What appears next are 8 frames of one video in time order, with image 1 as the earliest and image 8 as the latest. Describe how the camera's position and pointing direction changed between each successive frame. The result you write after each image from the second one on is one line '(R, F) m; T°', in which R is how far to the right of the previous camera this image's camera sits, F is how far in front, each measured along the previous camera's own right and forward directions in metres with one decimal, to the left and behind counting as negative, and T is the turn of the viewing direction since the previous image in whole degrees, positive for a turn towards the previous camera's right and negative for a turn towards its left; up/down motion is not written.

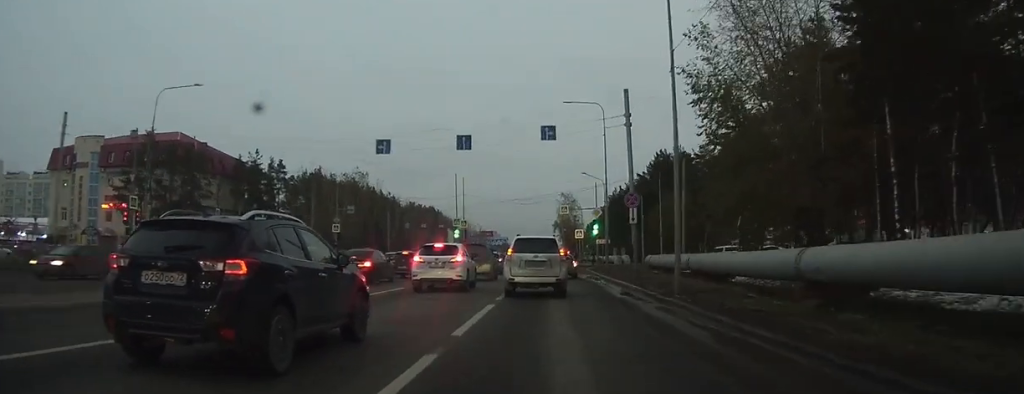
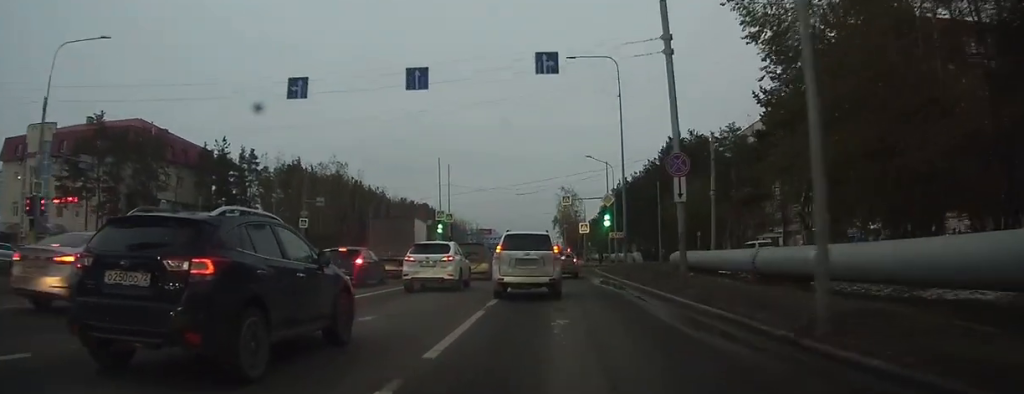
(+0.3, +10.3) m; +1°
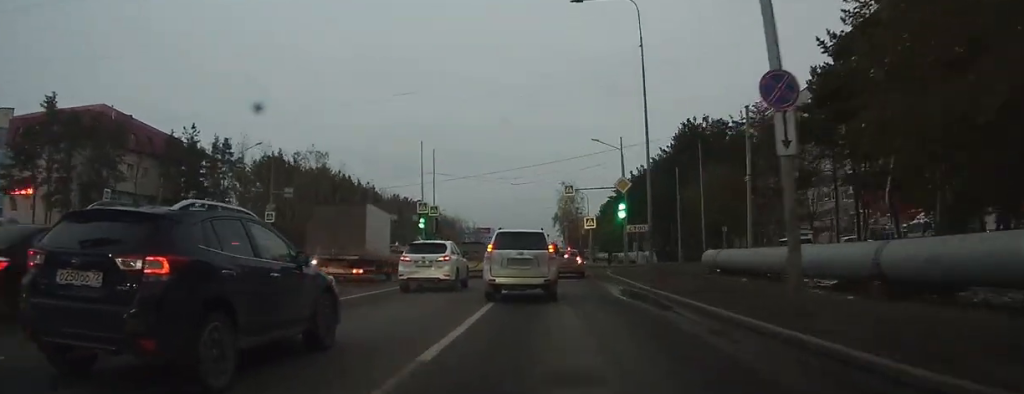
(-0.1, +8.7) m; 0°
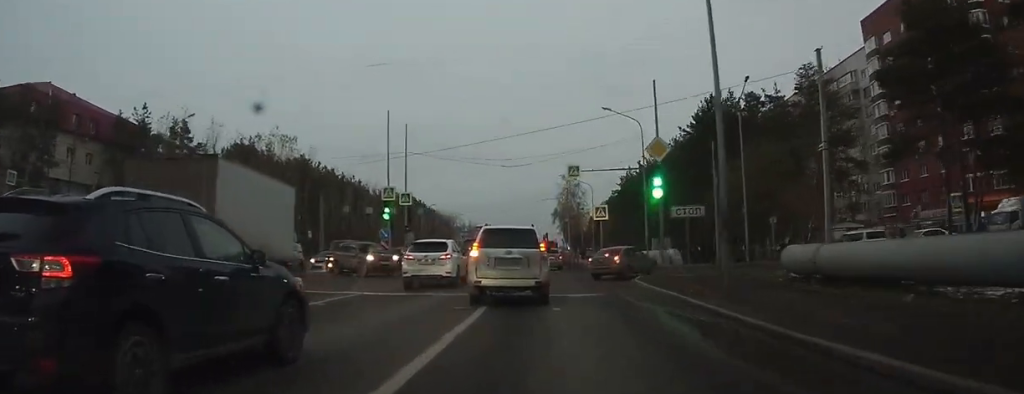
(-0.1, +11.2) m; 0°
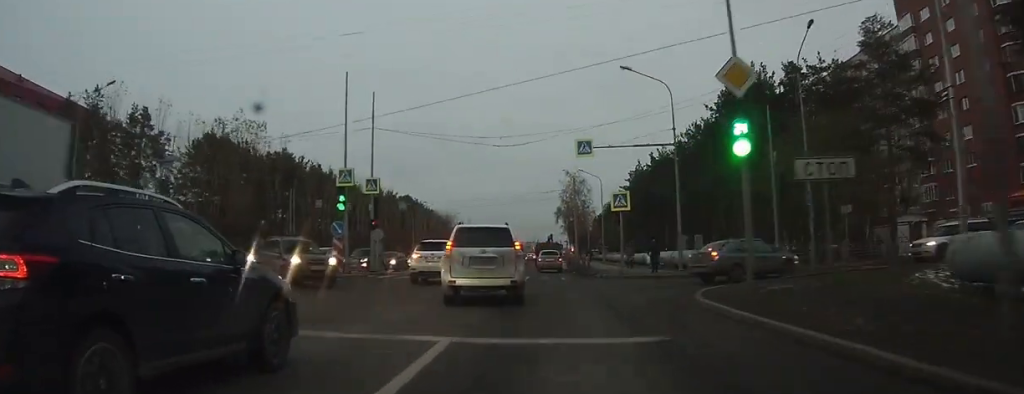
(0.0, +10.0) m; 0°
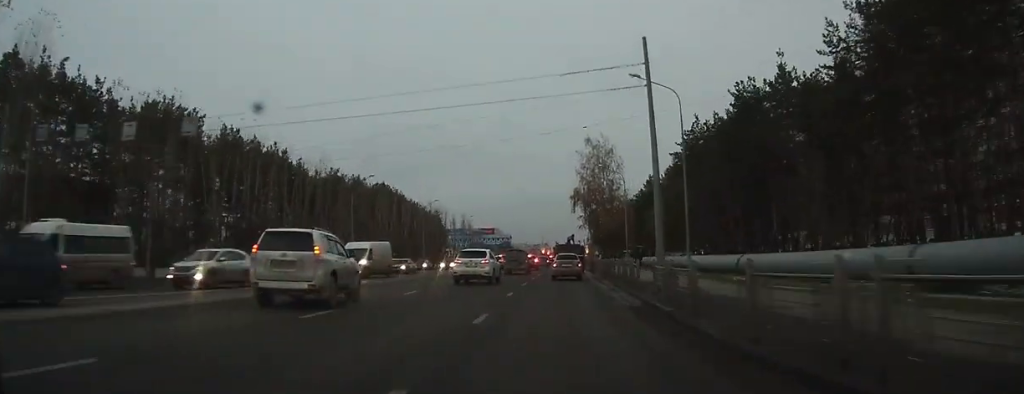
(-0.4, +37.2) m; -2°
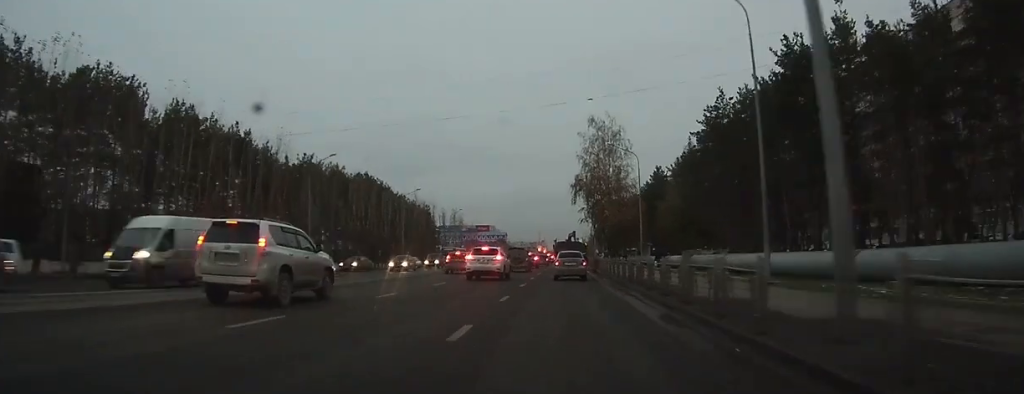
(0.0, +11.0) m; -1°
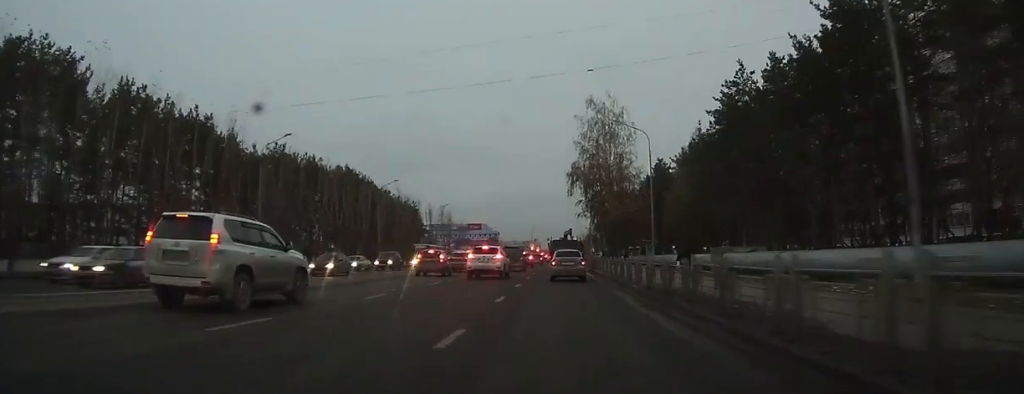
(-0.2, +8.4) m; 0°
